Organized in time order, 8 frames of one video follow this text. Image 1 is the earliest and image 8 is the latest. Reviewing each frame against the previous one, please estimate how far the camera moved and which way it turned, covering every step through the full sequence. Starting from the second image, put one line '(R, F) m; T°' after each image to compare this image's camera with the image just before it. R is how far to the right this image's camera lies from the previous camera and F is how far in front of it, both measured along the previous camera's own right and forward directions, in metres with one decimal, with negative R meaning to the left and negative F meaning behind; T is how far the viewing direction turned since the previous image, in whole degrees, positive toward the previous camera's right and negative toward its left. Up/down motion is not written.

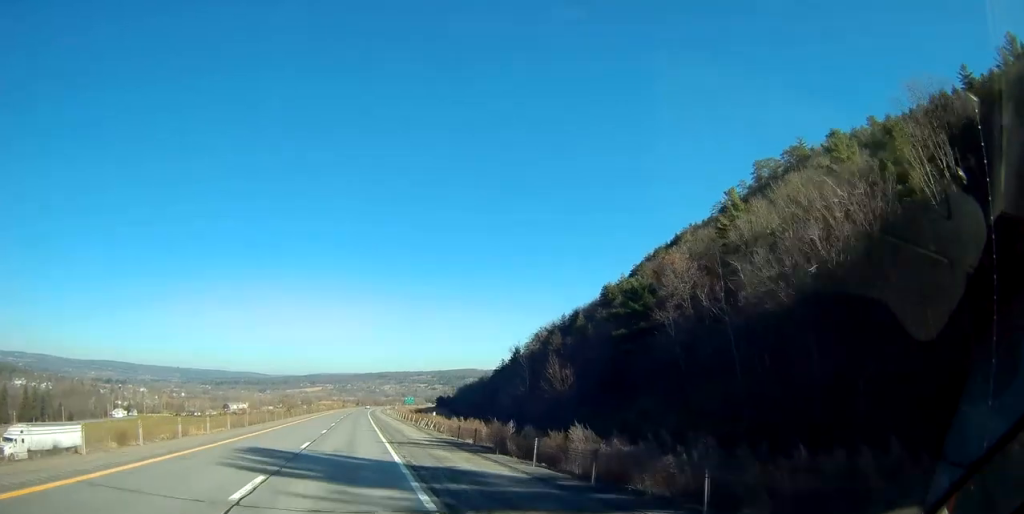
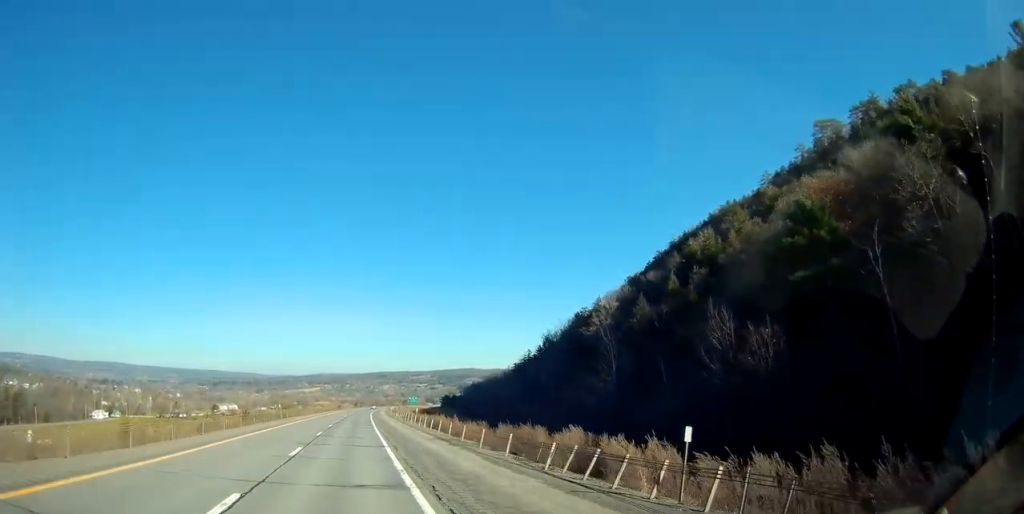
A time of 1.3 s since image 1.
(+0.4, +40.3) m; 0°
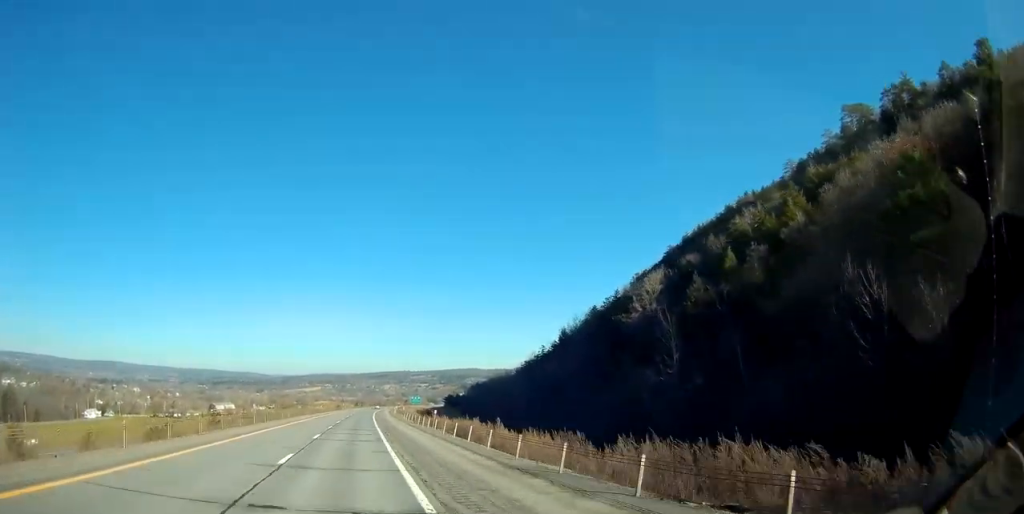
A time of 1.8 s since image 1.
(+0.1, +14.7) m; 0°
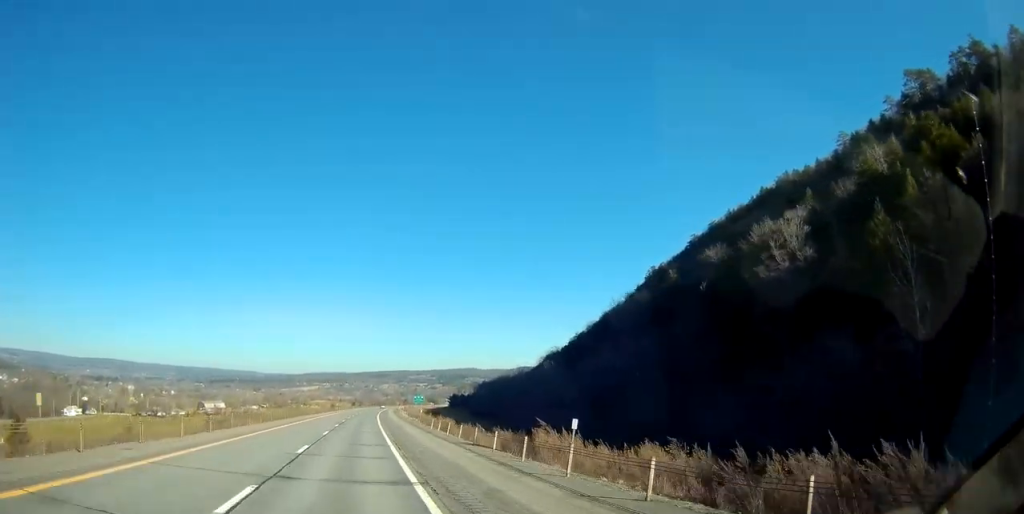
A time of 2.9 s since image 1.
(-0.4, +33.1) m; 0°
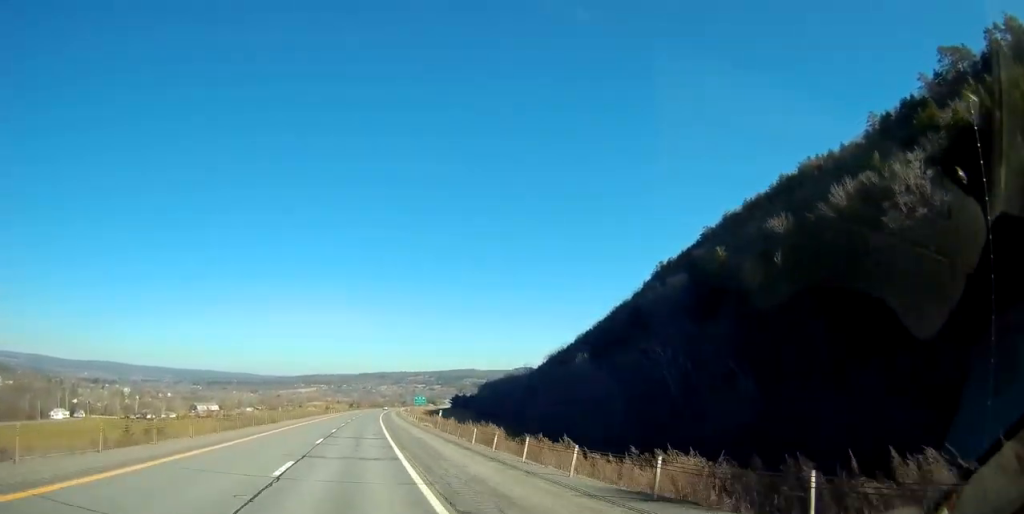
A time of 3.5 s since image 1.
(+0.2, +18.4) m; 0°
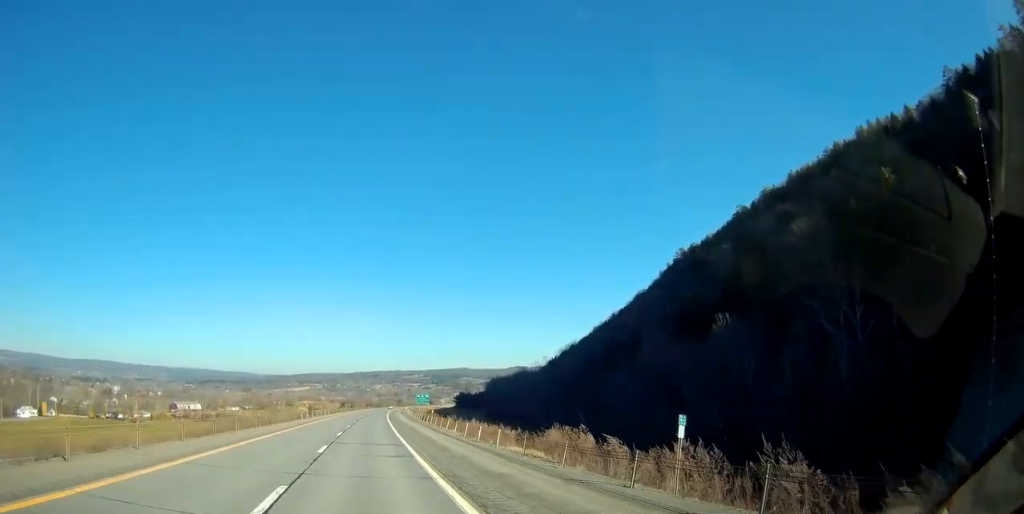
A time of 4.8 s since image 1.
(+0.2, +42.0) m; 0°
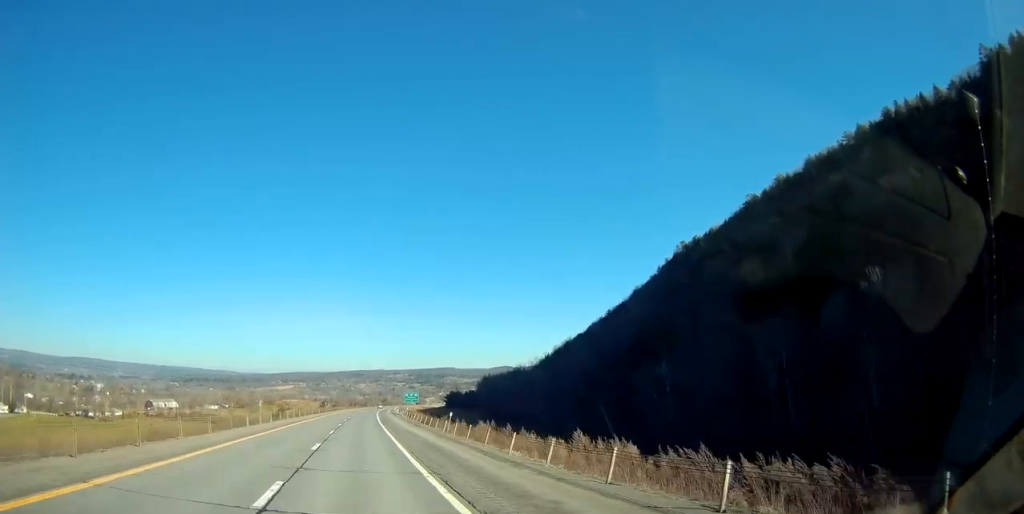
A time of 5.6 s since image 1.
(+0.1, +23.7) m; +1°
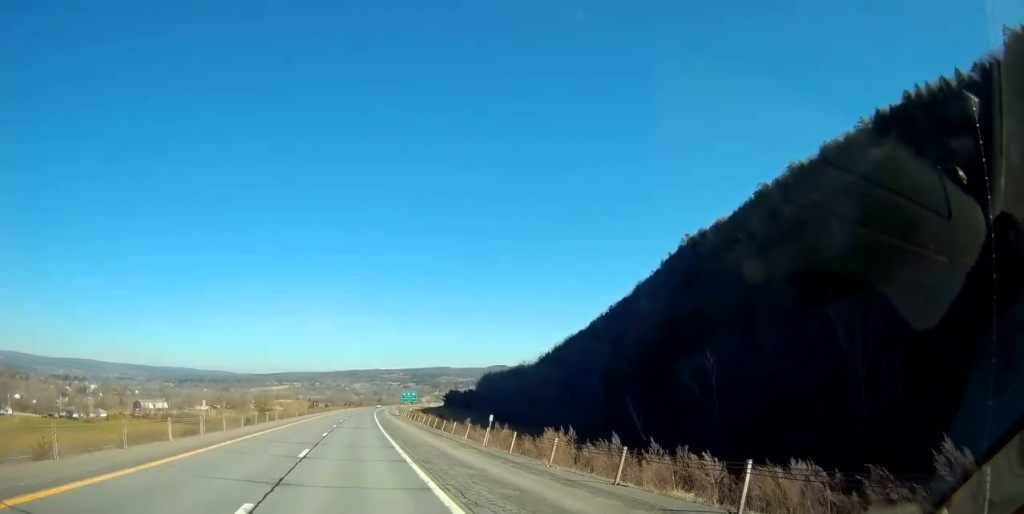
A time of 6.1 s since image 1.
(+0.1, +16.4) m; +1°
